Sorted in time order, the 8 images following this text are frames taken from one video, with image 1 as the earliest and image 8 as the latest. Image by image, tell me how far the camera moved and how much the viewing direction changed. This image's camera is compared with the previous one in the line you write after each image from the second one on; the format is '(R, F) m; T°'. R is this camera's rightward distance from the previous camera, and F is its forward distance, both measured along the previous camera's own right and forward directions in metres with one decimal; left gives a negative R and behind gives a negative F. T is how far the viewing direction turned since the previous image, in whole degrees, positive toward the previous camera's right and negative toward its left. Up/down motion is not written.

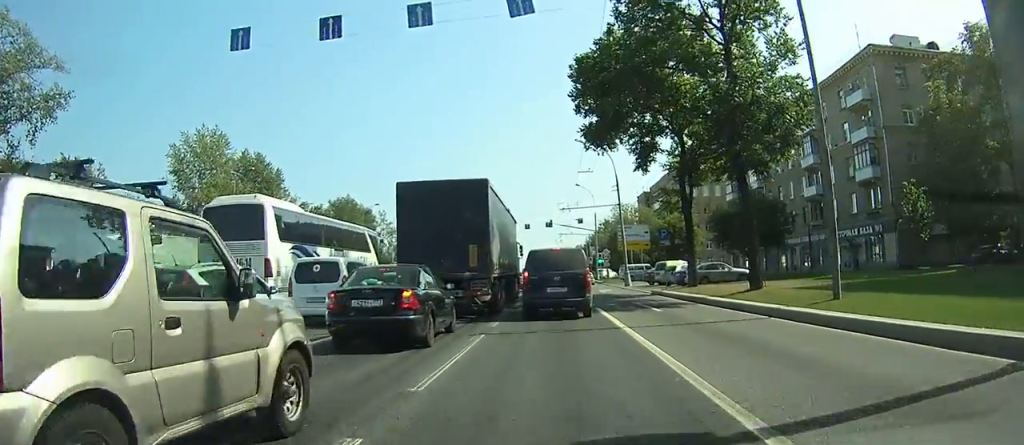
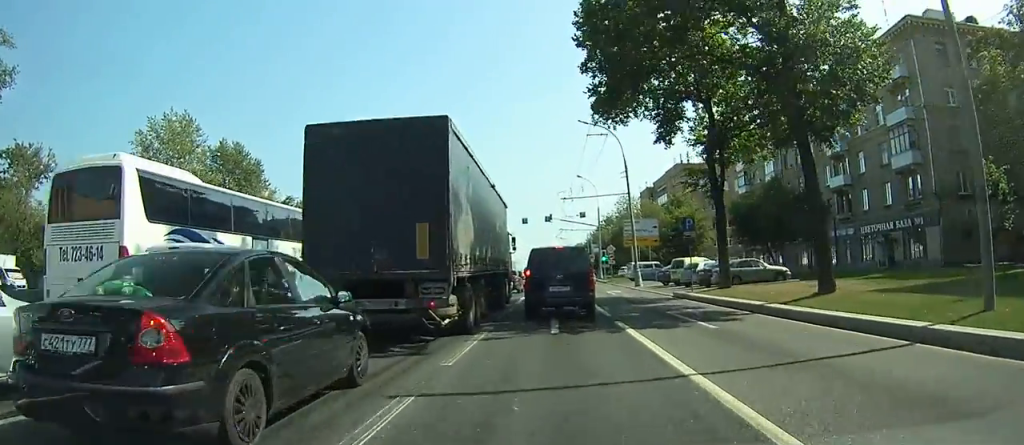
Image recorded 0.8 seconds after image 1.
(0.0, +6.1) m; 0°
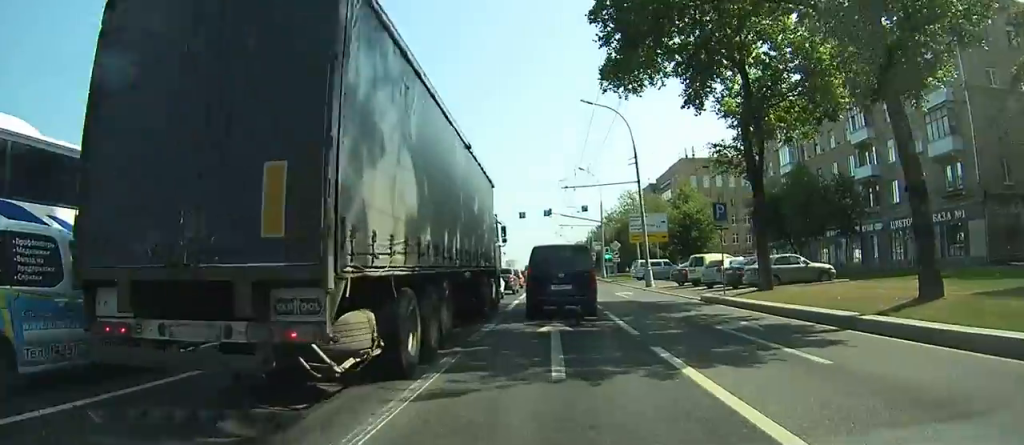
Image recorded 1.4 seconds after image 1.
(0.0, +5.1) m; 0°
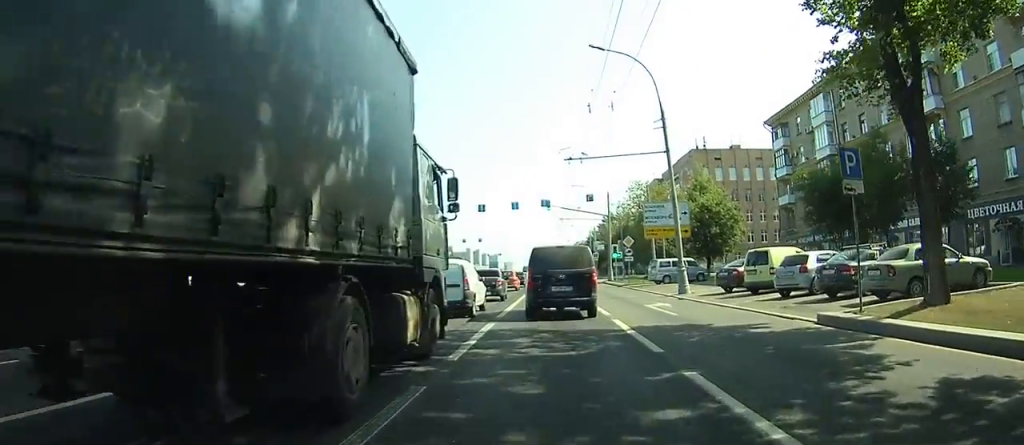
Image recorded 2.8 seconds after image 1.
(0.0, +10.2) m; 0°
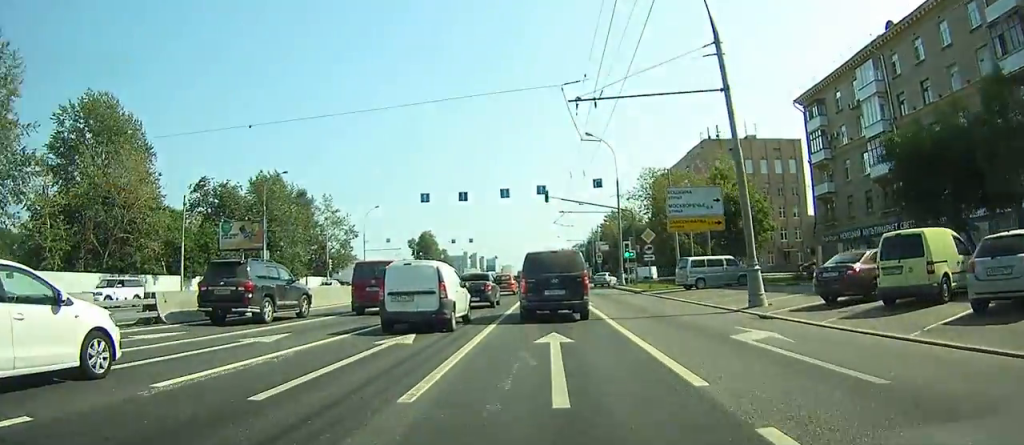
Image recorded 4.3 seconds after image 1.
(0.0, +10.3) m; 0°
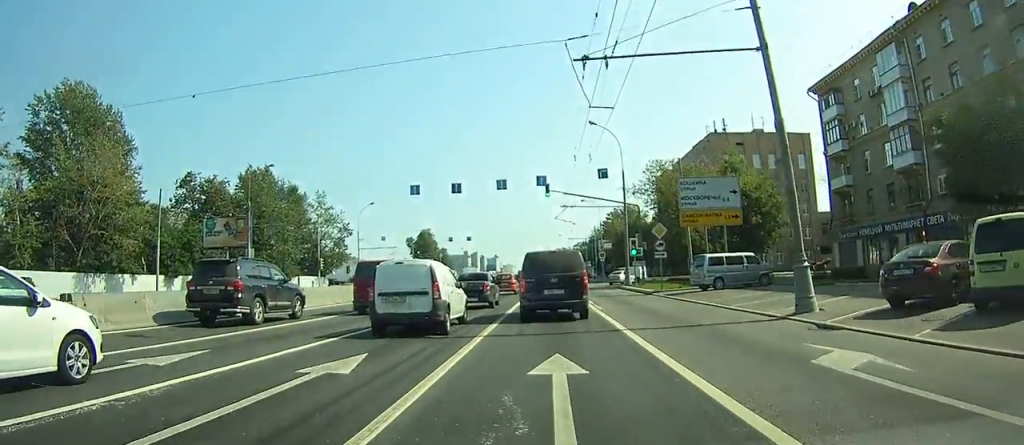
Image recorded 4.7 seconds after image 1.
(0.0, +3.4) m; 0°
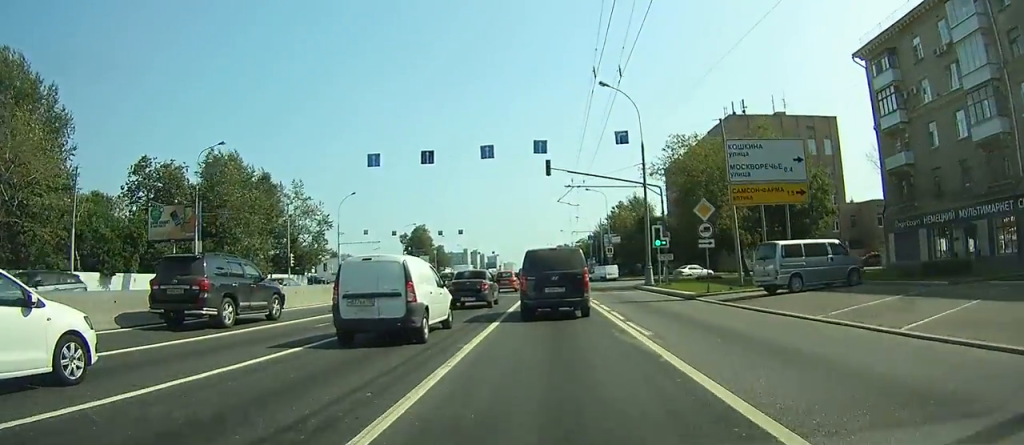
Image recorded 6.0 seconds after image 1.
(0.0, +9.5) m; +1°
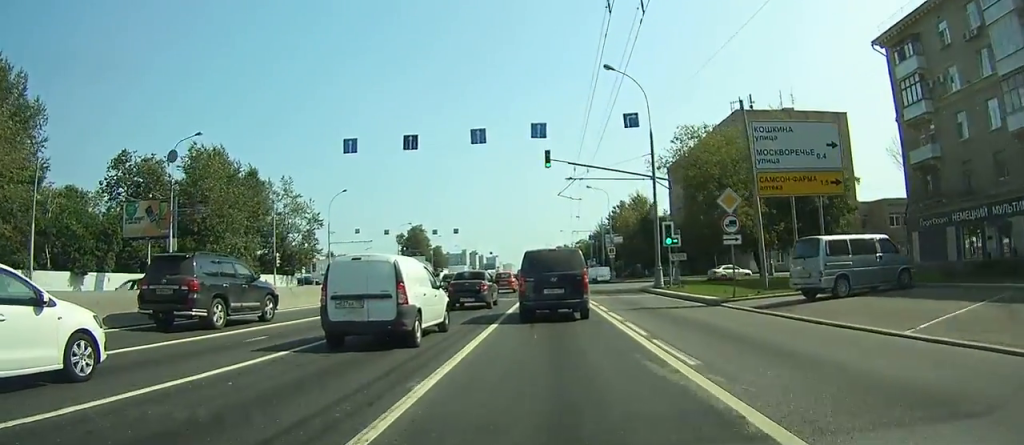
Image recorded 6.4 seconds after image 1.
(0.0, +3.6) m; 0°
